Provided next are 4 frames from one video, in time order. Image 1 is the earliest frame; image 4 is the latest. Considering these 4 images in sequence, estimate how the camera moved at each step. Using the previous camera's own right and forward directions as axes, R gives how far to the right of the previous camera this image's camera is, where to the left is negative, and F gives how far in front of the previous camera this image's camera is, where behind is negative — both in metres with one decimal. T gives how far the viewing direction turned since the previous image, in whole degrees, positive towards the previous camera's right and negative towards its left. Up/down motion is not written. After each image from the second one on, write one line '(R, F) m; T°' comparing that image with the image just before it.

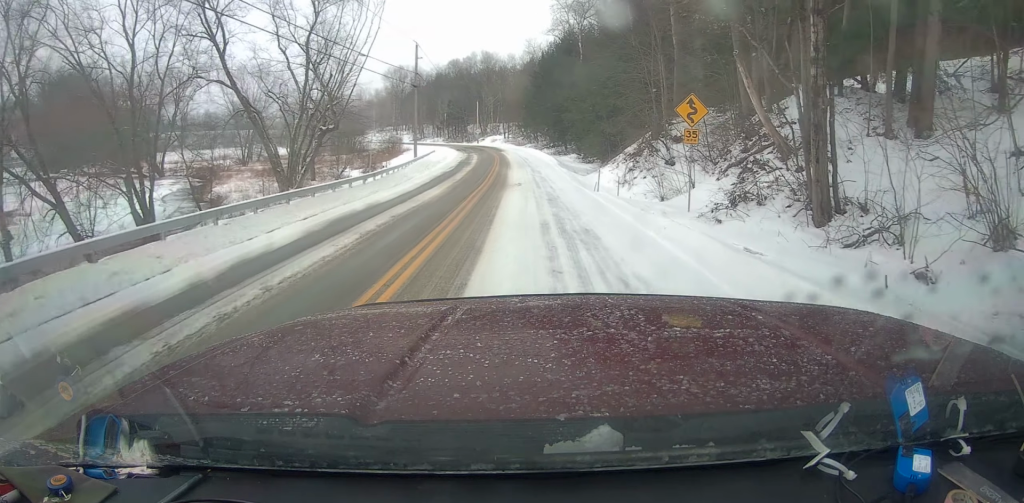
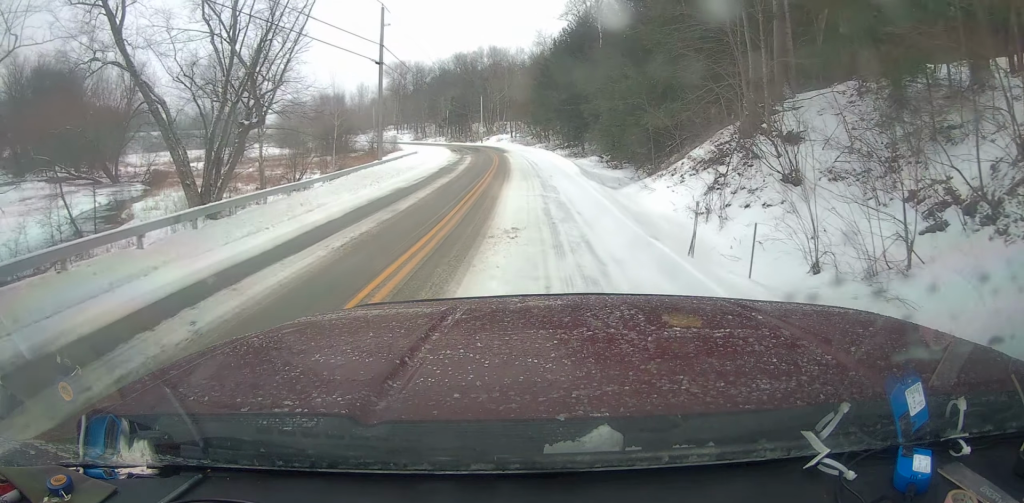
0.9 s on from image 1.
(0.0, +13.4) m; 0°
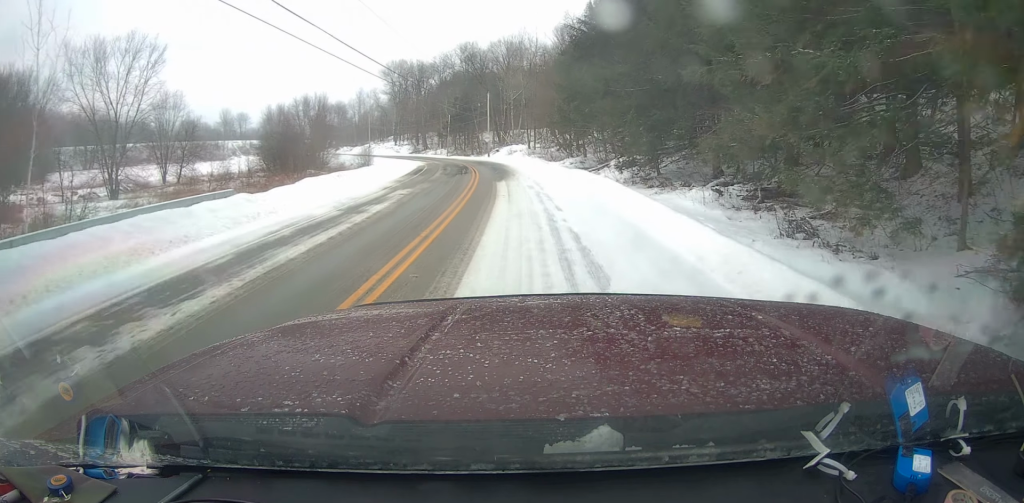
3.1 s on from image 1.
(0.0, +32.1) m; -1°
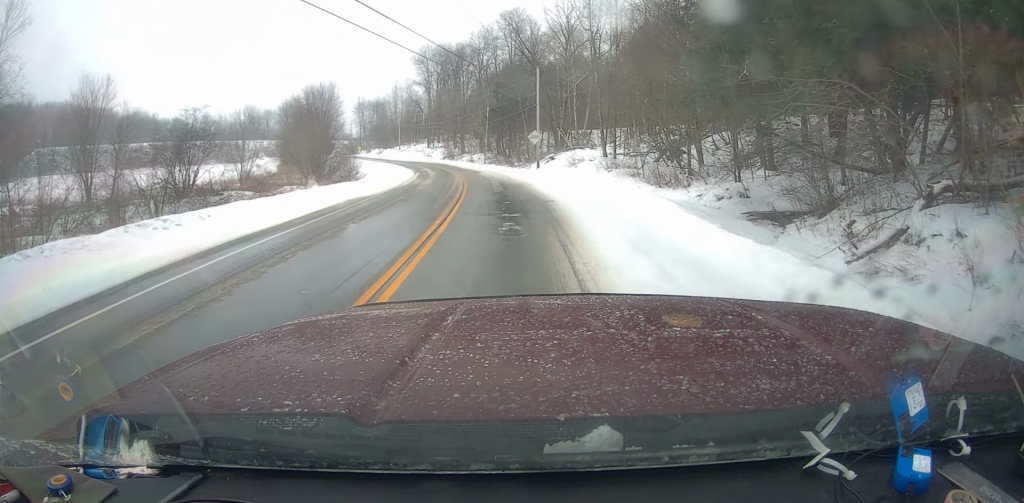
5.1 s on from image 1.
(-1.6, +30.6) m; -7°
